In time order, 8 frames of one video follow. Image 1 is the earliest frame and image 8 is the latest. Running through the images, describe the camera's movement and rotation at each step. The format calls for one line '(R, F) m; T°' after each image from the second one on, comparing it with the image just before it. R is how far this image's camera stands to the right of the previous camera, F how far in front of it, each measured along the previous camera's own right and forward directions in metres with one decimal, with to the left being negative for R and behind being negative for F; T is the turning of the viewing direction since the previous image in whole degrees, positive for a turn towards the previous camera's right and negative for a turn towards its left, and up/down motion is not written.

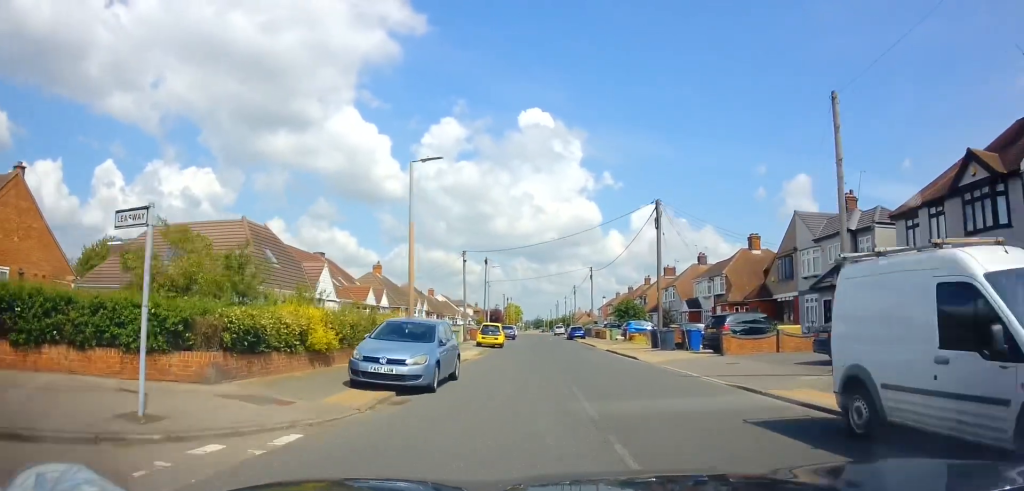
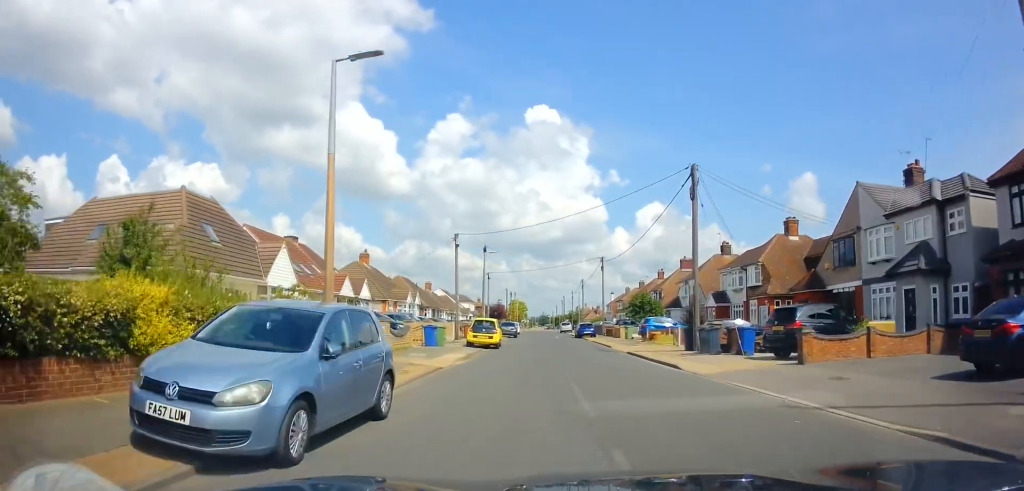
(+0.1, +6.6) m; 0°
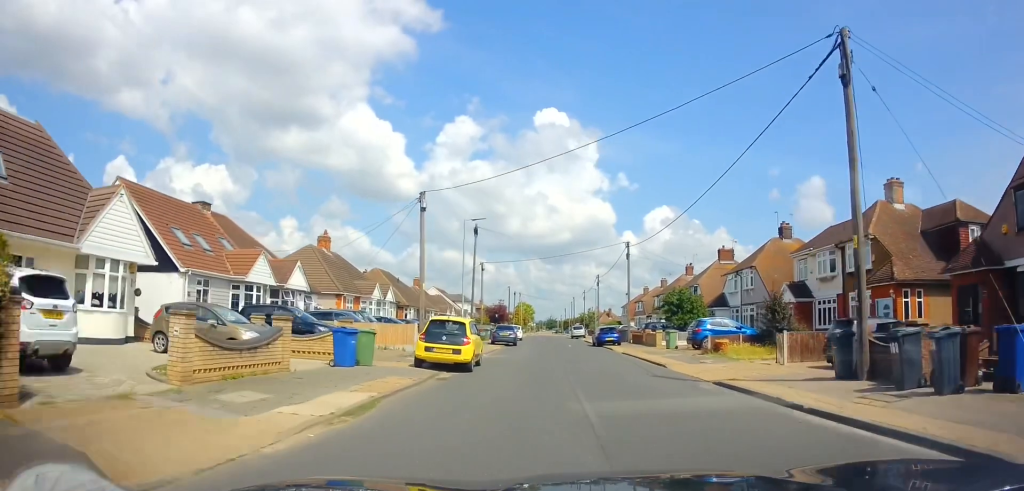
(-0.3, +12.9) m; -1°
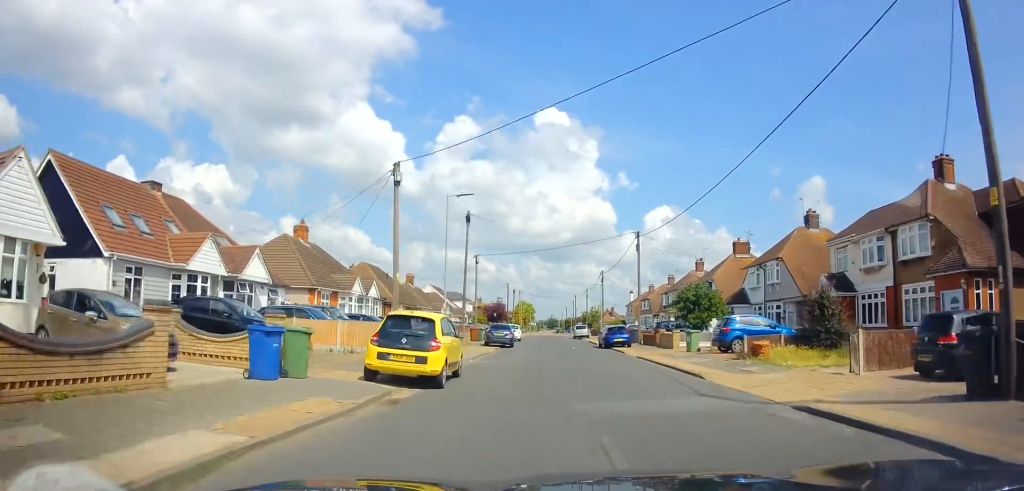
(0.0, +4.6) m; 0°
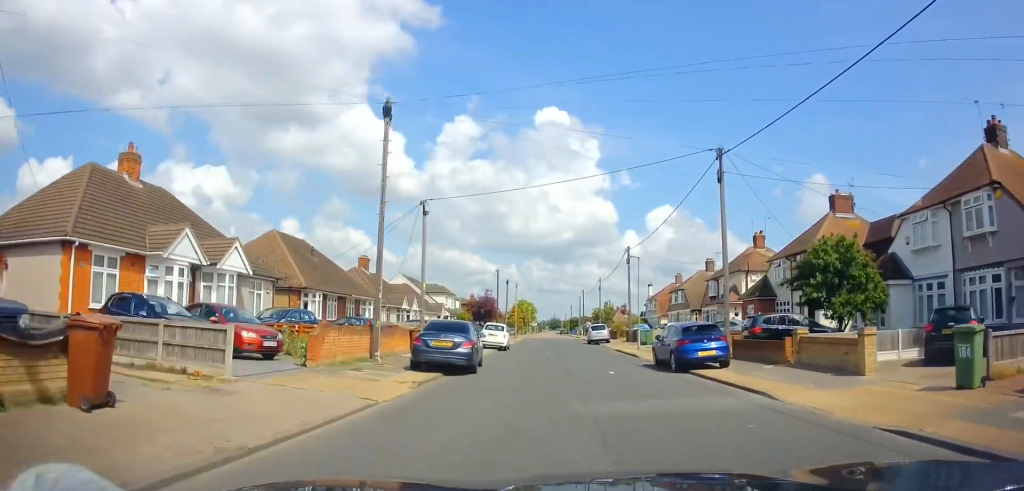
(+0.2, +19.1) m; +1°
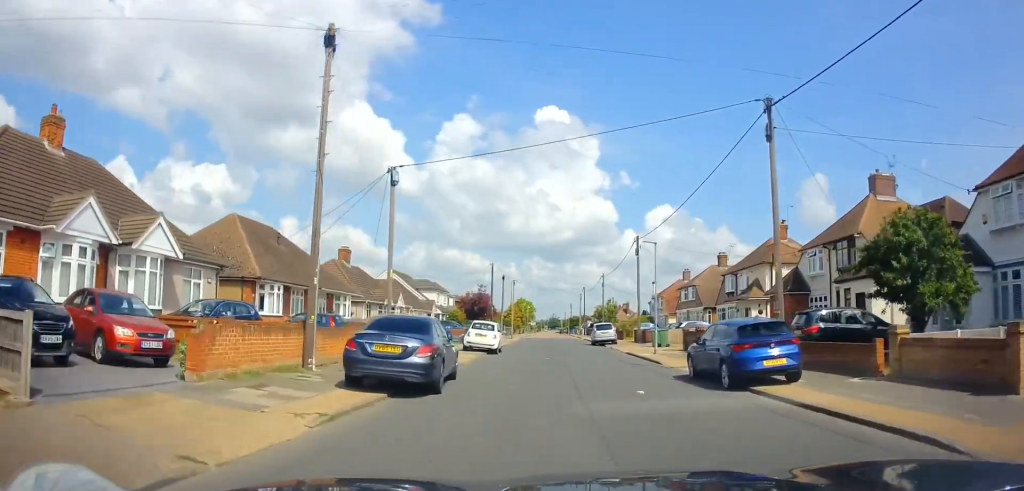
(0.0, +5.0) m; 0°
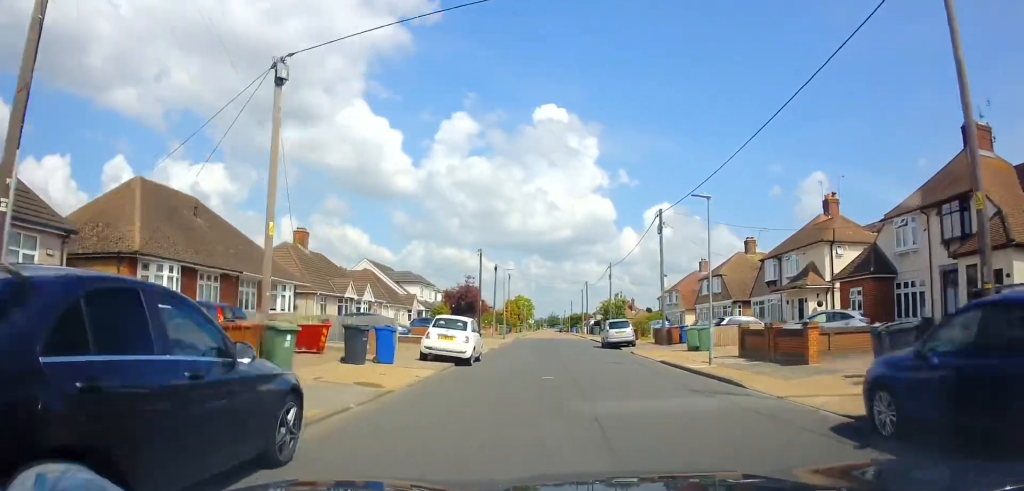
(-0.1, +8.7) m; 0°
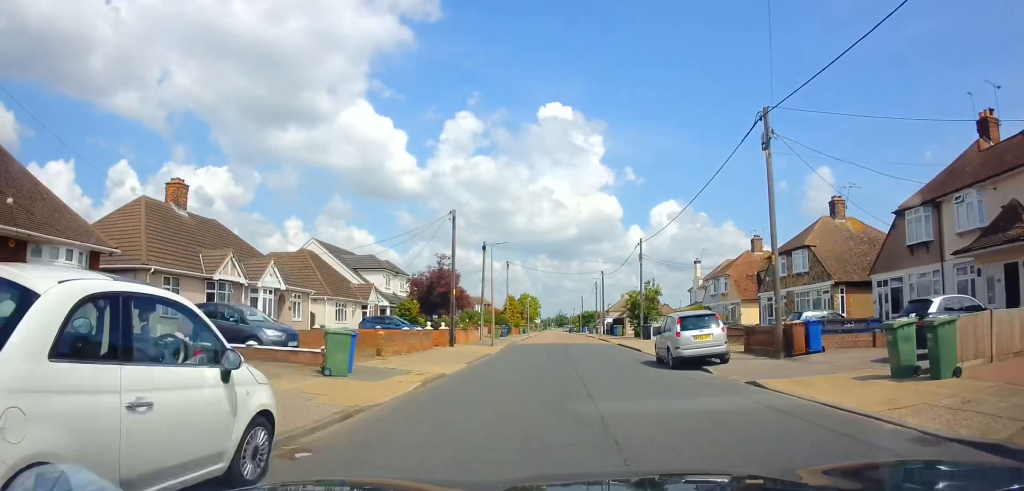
(+0.1, +15.6) m; 0°
